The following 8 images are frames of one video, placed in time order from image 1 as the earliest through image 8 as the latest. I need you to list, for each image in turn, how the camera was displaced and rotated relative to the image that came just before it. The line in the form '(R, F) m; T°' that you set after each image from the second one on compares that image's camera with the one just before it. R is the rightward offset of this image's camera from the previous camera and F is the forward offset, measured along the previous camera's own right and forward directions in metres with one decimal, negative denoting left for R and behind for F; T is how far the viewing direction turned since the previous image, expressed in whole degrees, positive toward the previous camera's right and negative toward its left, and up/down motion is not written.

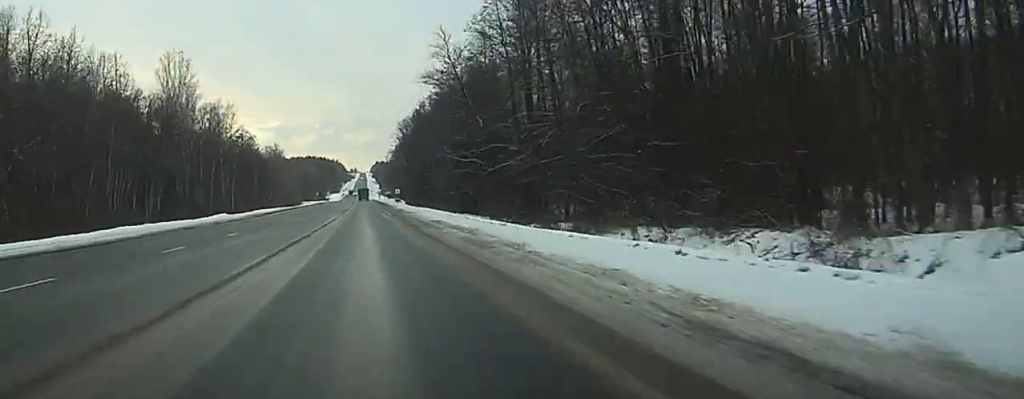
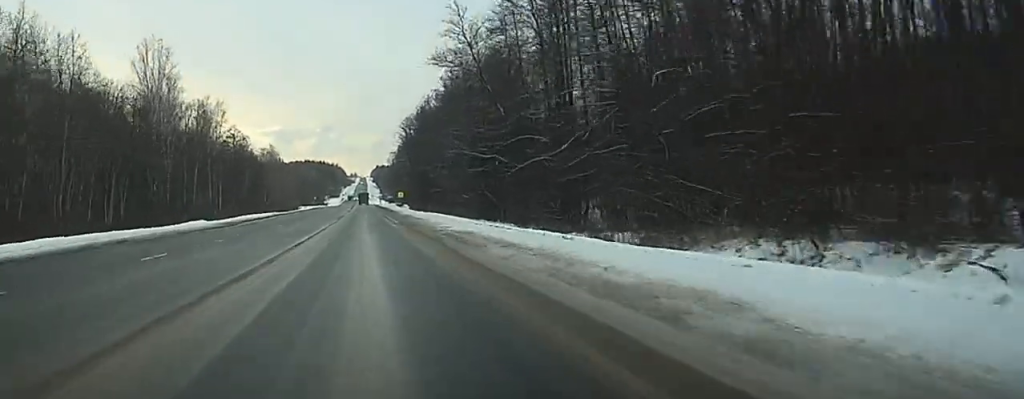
(0.0, +17.9) m; 0°
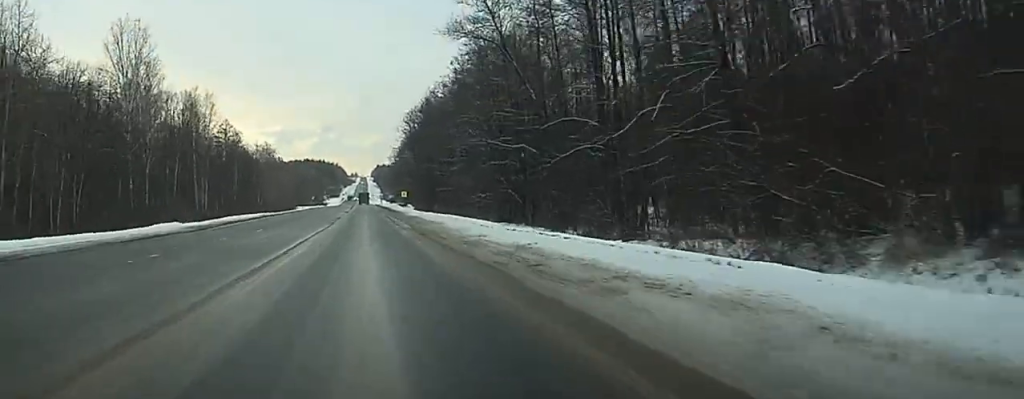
(0.0, +16.6) m; -1°
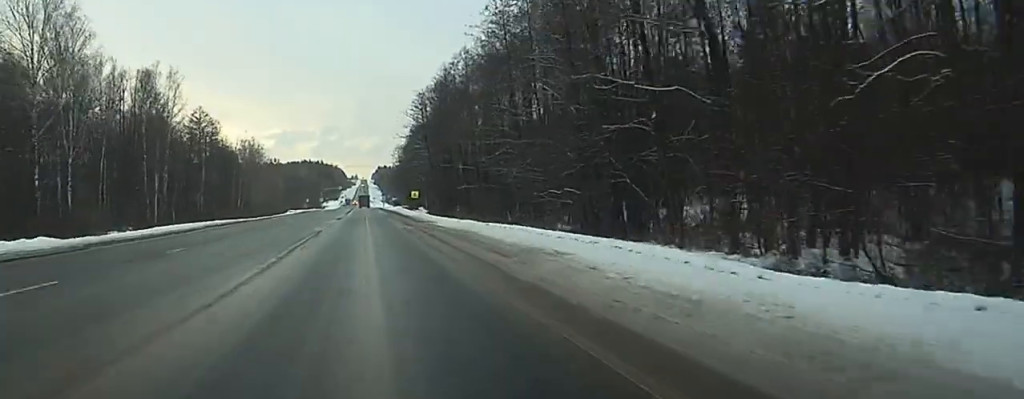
(-0.7, +37.6) m; -2°
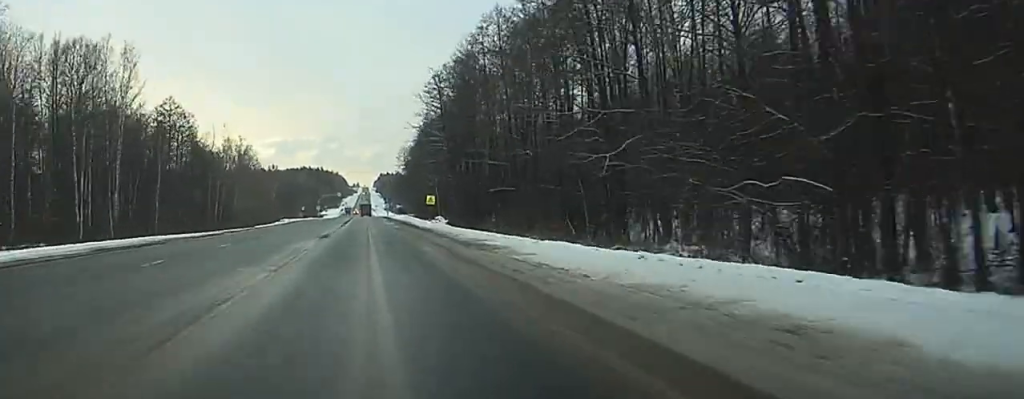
(-0.6, +28.5) m; 0°
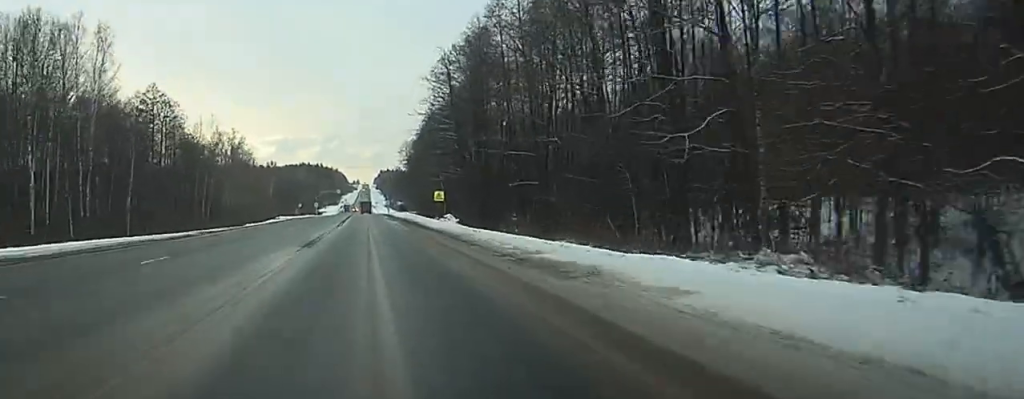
(+0.3, +12.3) m; +1°
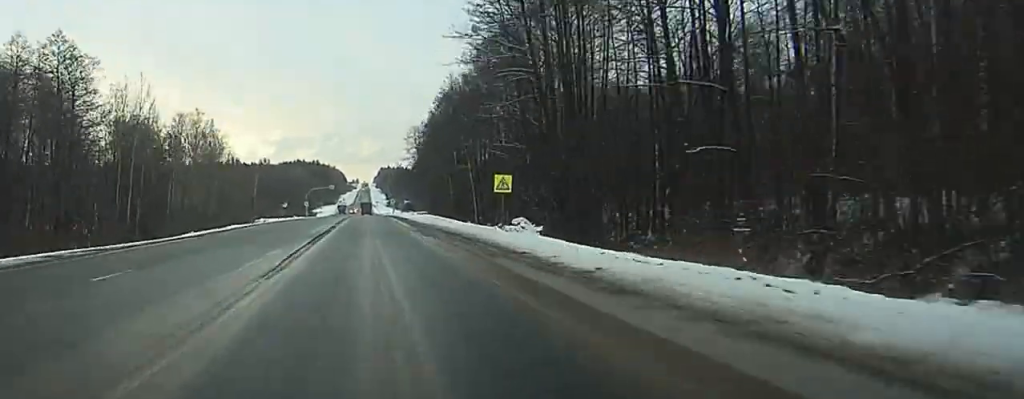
(+0.3, +44.3) m; 0°
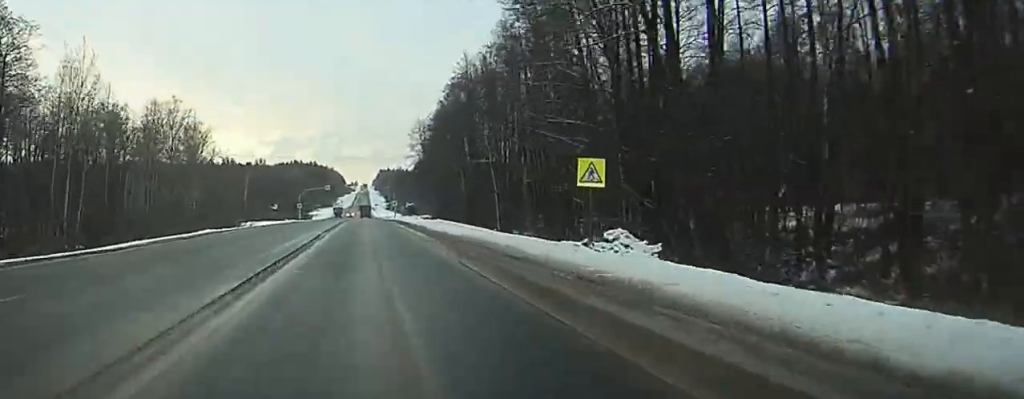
(0.0, +20.6) m; 0°
